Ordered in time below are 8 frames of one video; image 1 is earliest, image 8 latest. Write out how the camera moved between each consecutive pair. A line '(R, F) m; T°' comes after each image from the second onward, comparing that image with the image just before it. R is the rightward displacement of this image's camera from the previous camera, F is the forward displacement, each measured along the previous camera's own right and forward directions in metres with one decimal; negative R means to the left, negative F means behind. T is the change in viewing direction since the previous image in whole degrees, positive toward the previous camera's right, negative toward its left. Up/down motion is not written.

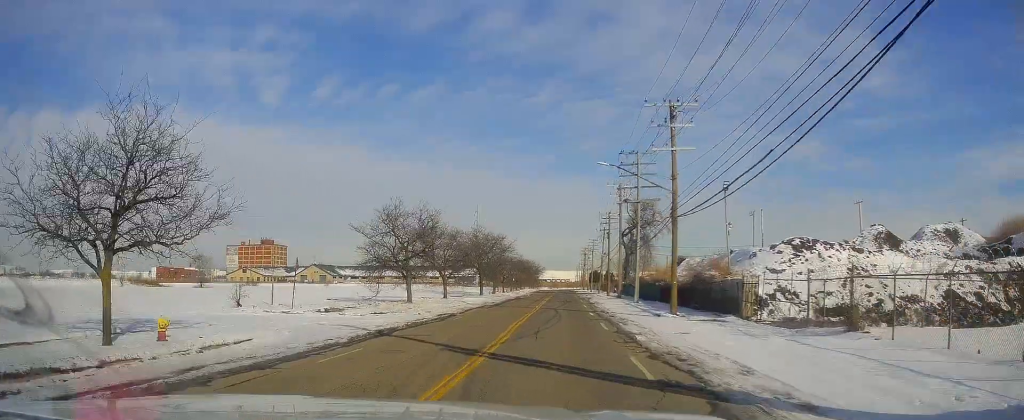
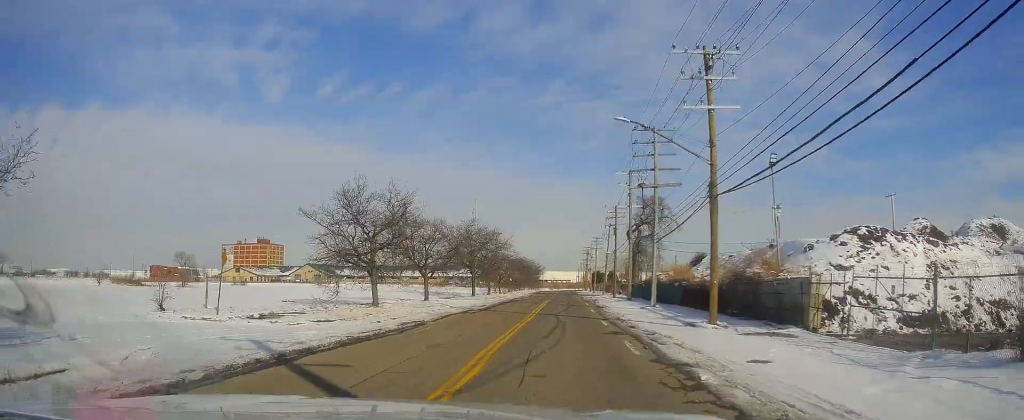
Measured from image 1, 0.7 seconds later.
(+0.1, +7.8) m; +2°
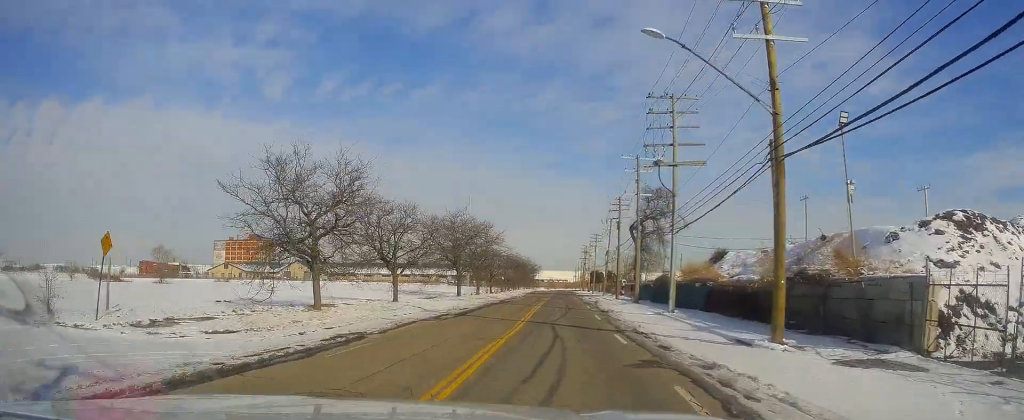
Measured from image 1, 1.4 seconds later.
(+0.1, +7.5) m; +1°
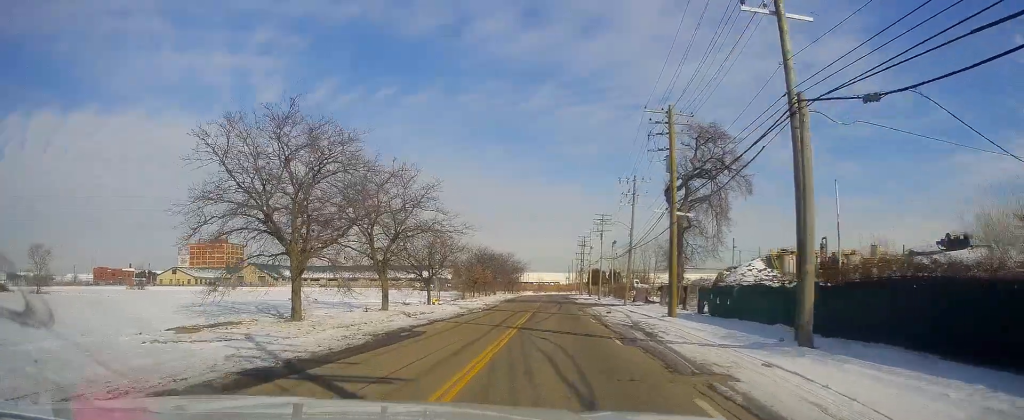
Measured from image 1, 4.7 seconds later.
(+0.4, +37.3) m; +2°
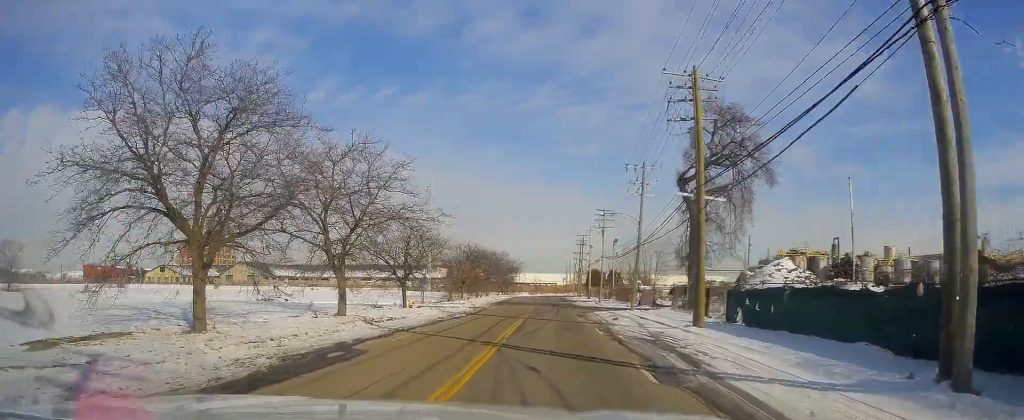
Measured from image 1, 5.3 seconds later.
(+0.1, +7.1) m; +1°
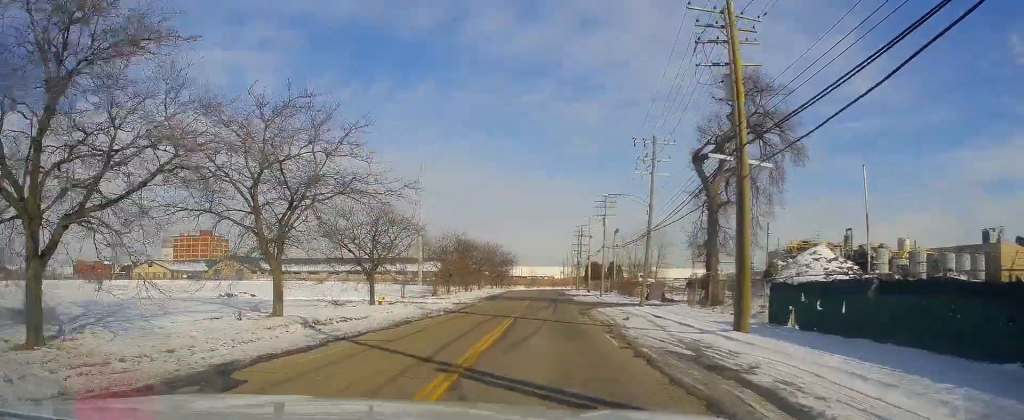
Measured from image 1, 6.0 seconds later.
(+0.1, +7.0) m; 0°
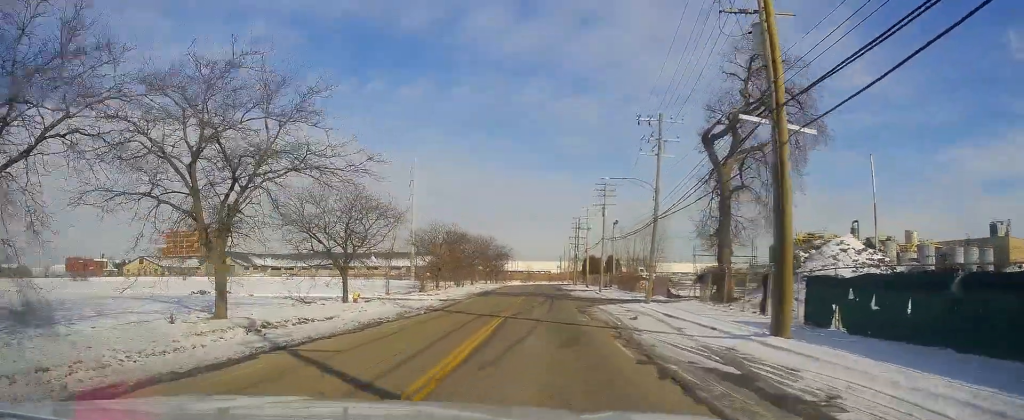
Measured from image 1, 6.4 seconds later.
(-0.1, +4.0) m; -1°
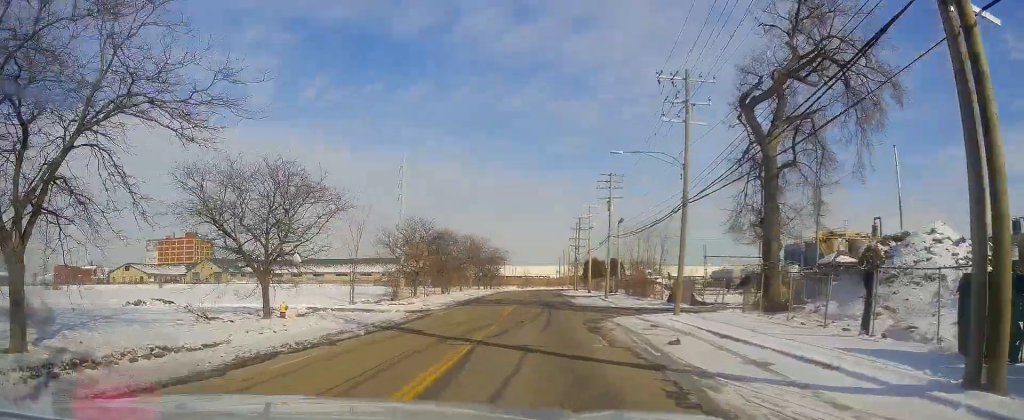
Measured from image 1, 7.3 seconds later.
(-0.1, +8.8) m; -2°
